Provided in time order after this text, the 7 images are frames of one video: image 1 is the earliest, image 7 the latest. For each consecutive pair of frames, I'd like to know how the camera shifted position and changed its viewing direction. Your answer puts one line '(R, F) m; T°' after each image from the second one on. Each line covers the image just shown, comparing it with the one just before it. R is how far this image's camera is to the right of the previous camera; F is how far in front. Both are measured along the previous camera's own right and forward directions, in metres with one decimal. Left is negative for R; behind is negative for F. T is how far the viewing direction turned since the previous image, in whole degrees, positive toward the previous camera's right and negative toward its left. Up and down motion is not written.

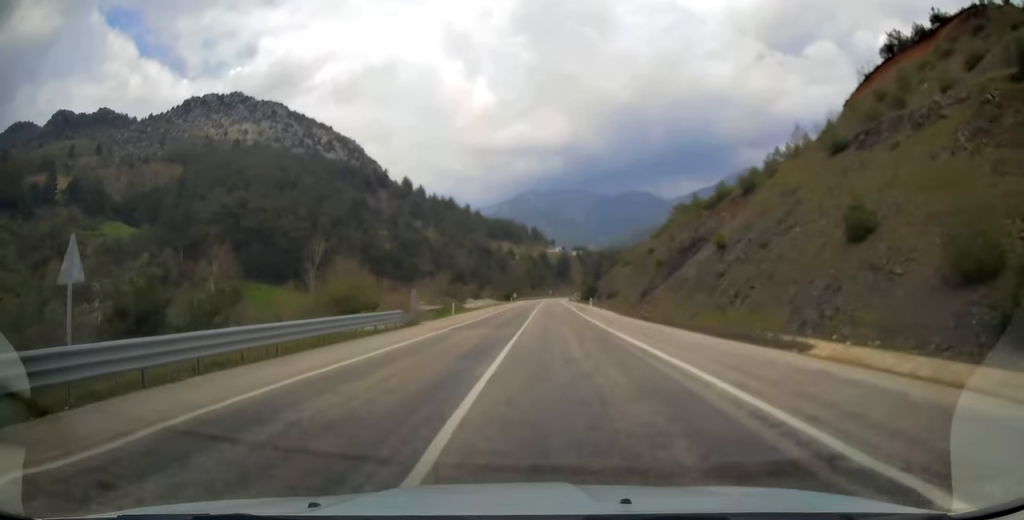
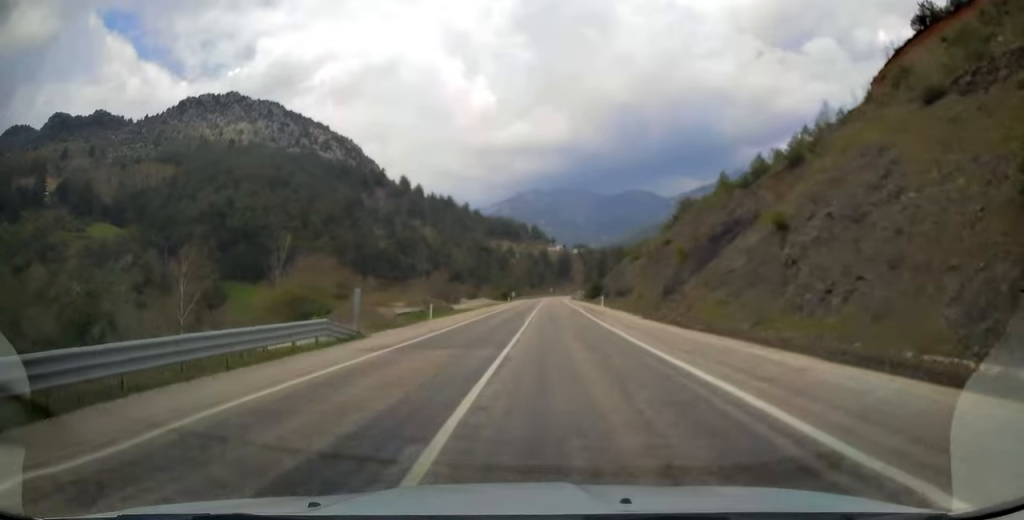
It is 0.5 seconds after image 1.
(-0.1, +10.6) m; 0°
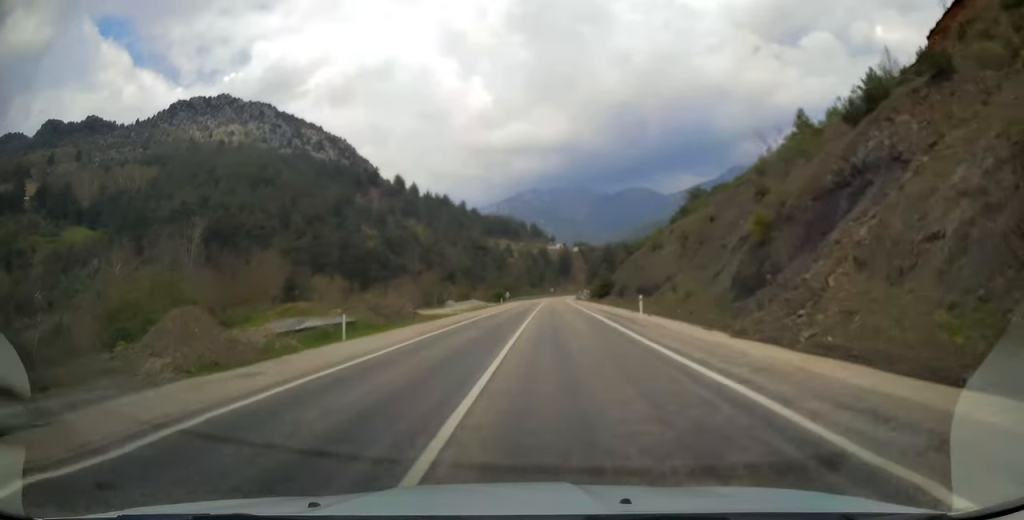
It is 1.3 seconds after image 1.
(0.0, +18.5) m; 0°
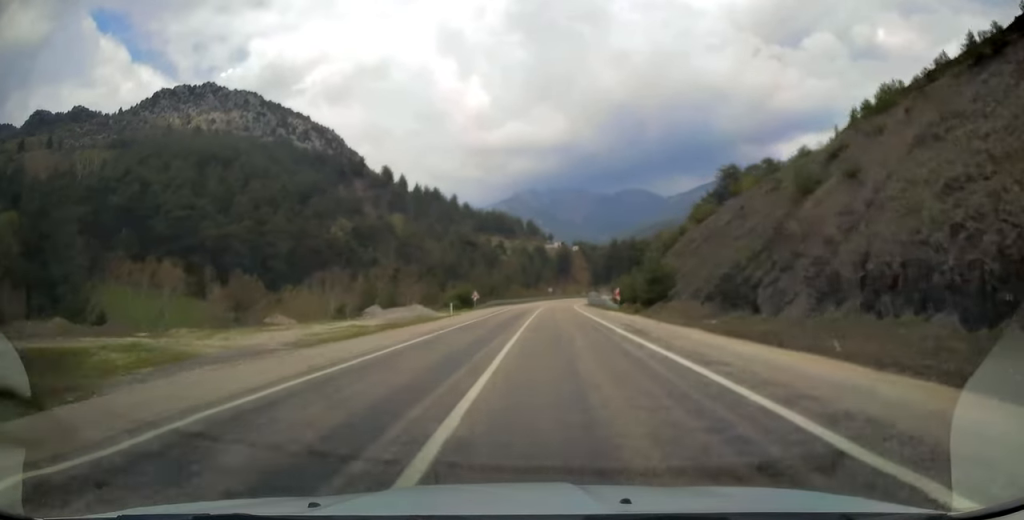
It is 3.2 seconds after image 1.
(+0.1, +45.6) m; +1°
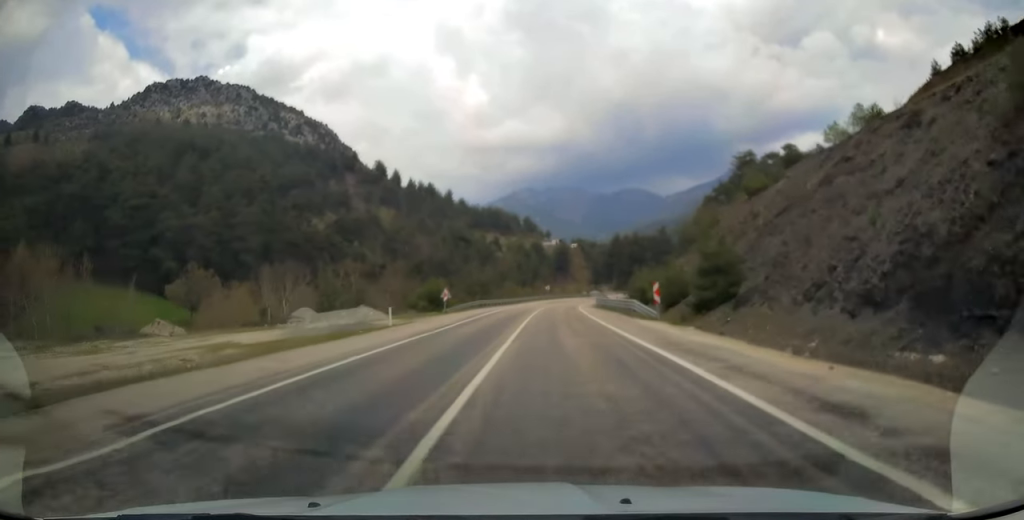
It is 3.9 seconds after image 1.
(+0.1, +17.3) m; +1°
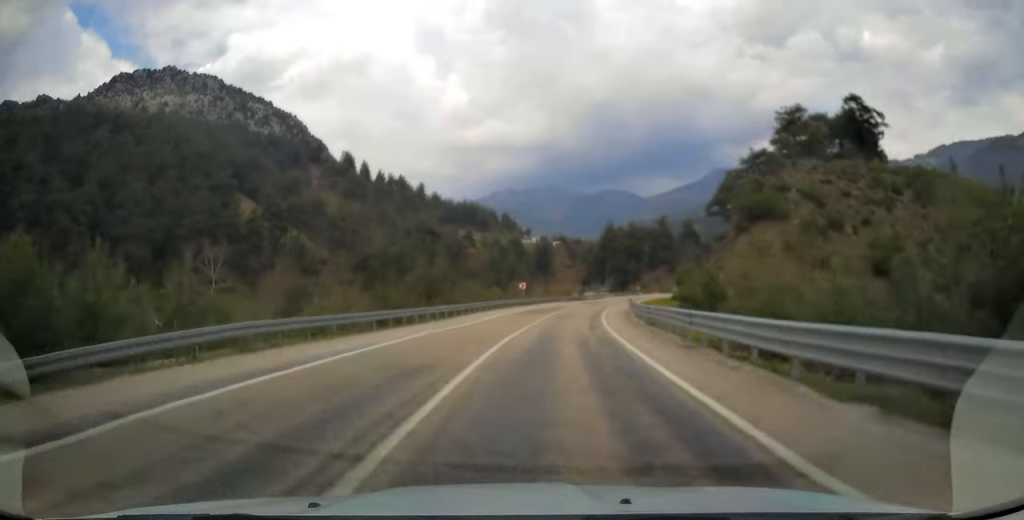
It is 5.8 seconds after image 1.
(+0.6, +44.6) m; +2°
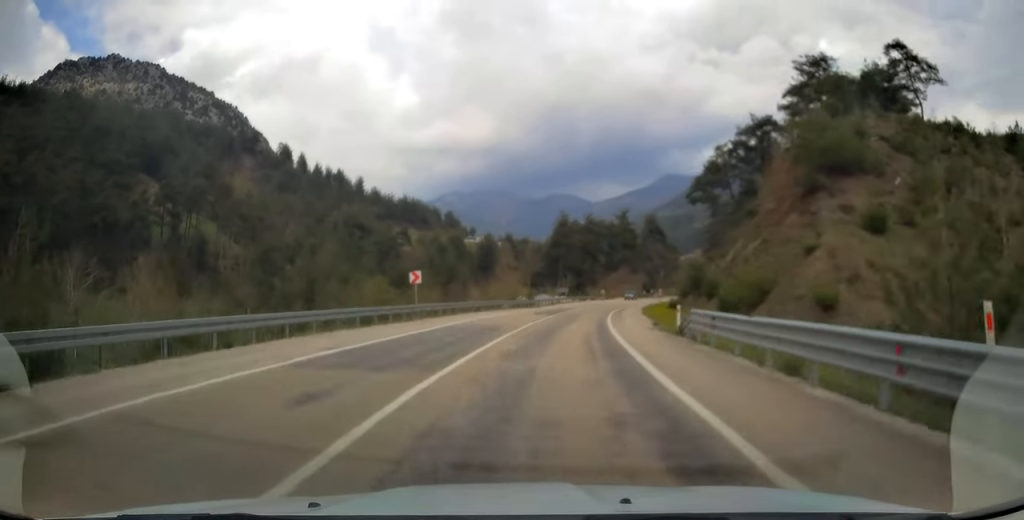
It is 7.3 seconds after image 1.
(+1.2, +33.0) m; +5°
